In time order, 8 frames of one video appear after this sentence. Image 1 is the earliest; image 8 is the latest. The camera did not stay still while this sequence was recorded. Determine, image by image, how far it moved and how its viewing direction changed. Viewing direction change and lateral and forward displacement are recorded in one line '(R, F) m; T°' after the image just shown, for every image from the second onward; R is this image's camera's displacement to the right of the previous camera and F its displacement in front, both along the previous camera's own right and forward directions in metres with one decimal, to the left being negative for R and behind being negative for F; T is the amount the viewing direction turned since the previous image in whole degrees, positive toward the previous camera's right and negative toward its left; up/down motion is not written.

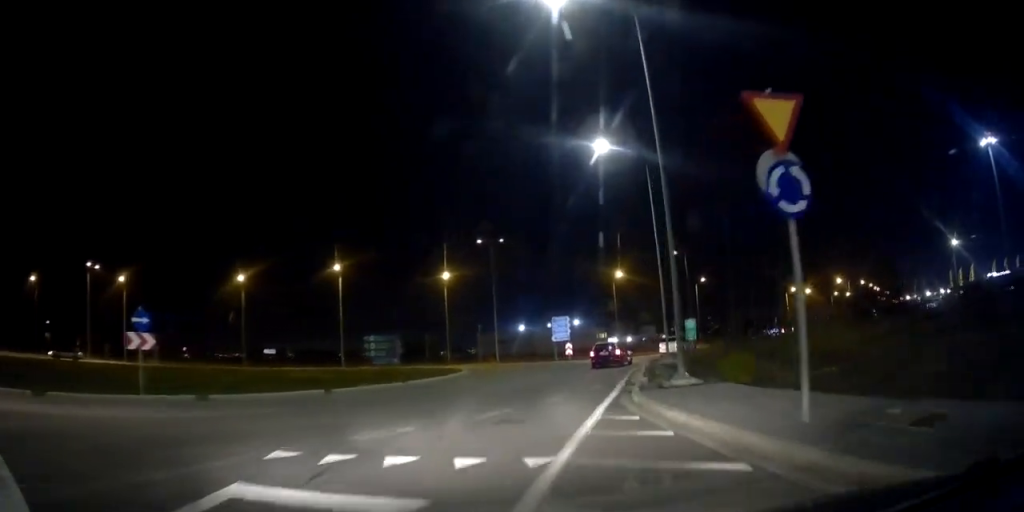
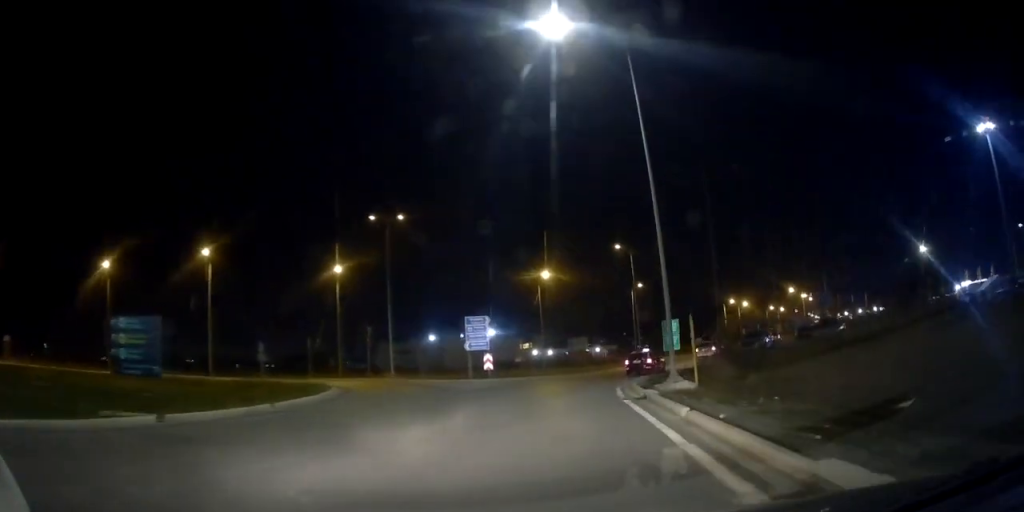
(+2.0, +15.0) m; +10°
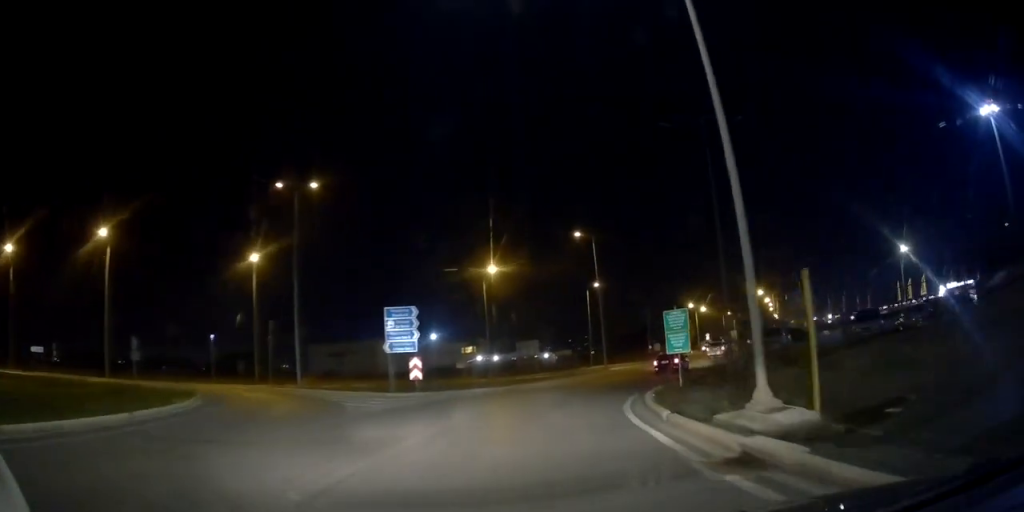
(+0.1, +10.3) m; +7°
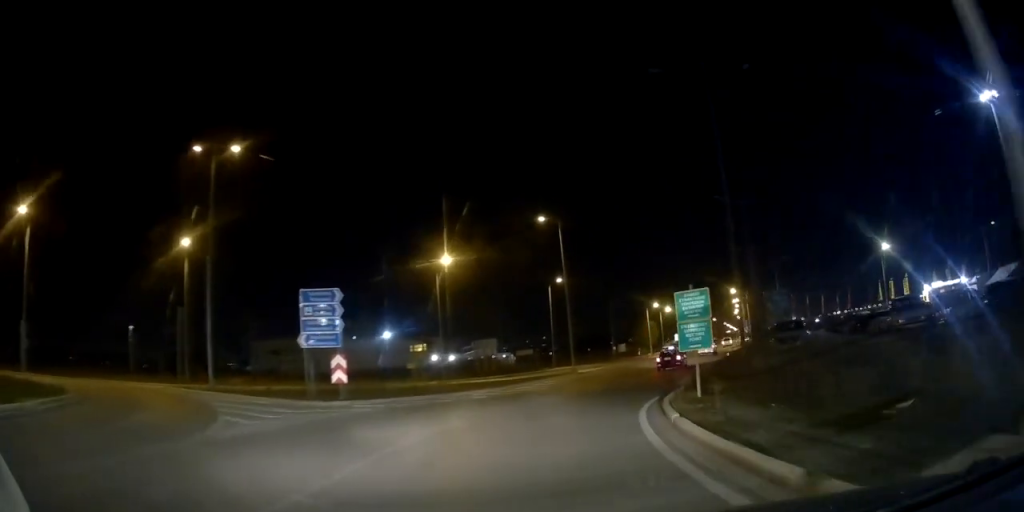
(+0.3, +6.7) m; +5°
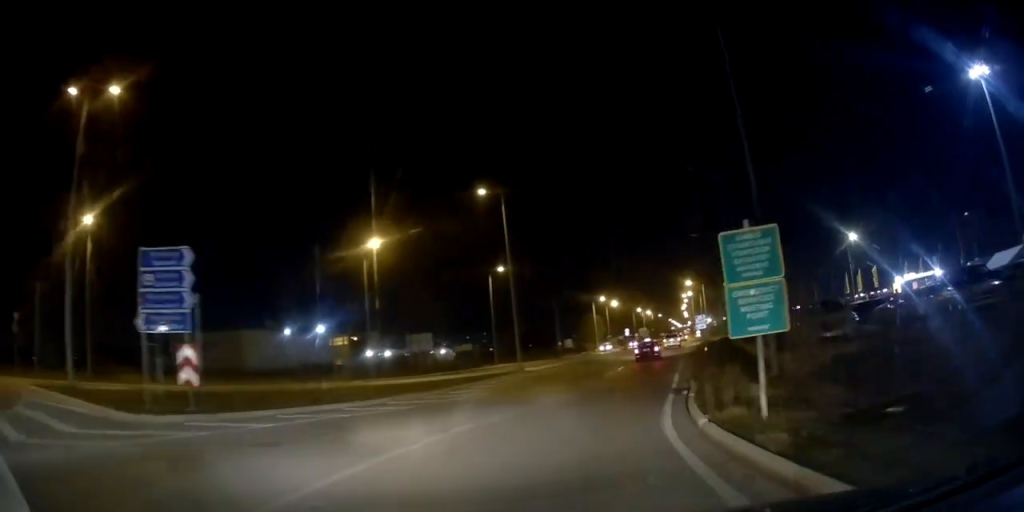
(+0.7, +7.6) m; +6°
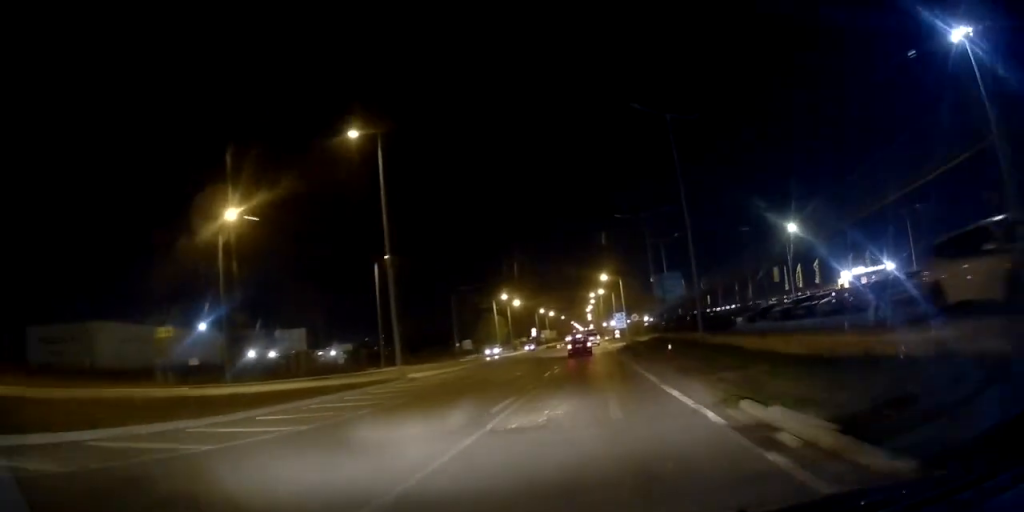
(+0.3, +11.8) m; +4°
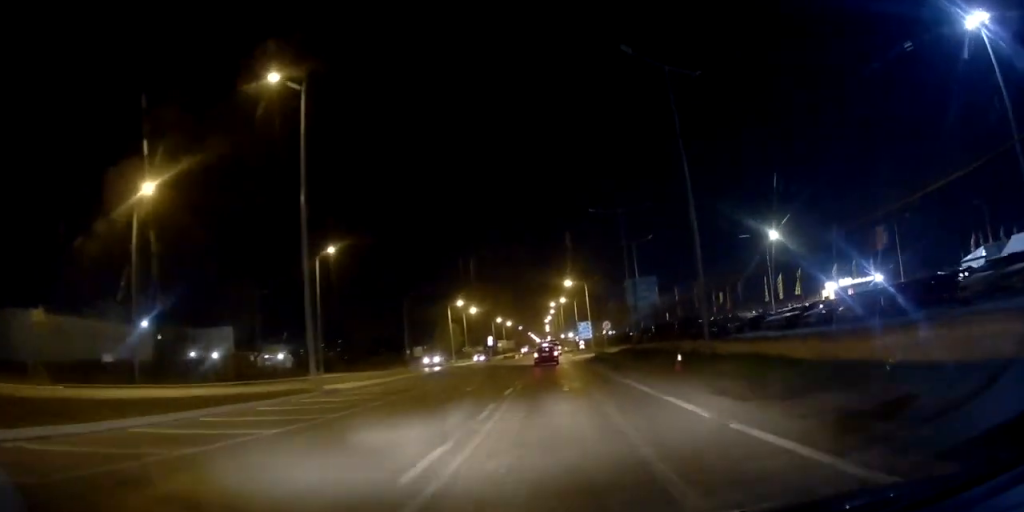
(+0.2, +7.4) m; +2°
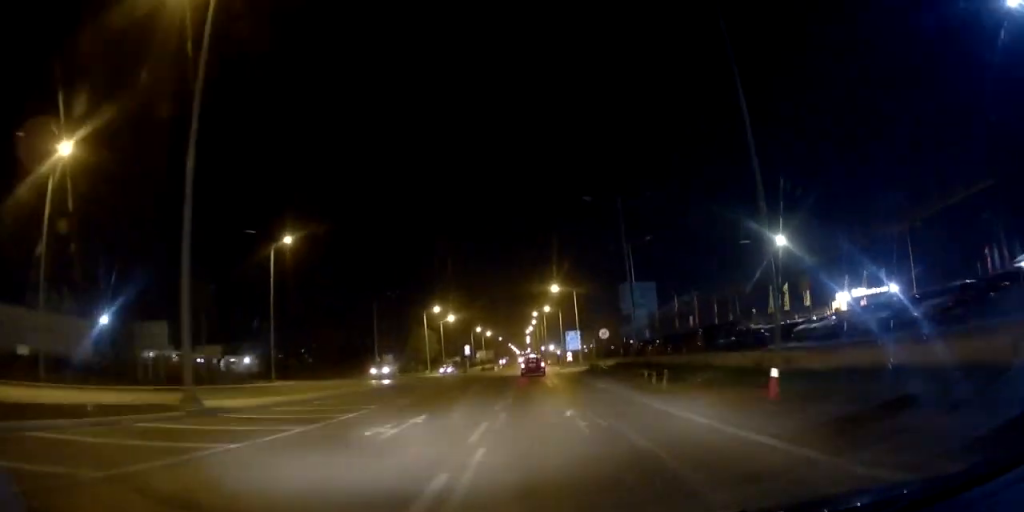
(+0.1, +8.1) m; +2°
